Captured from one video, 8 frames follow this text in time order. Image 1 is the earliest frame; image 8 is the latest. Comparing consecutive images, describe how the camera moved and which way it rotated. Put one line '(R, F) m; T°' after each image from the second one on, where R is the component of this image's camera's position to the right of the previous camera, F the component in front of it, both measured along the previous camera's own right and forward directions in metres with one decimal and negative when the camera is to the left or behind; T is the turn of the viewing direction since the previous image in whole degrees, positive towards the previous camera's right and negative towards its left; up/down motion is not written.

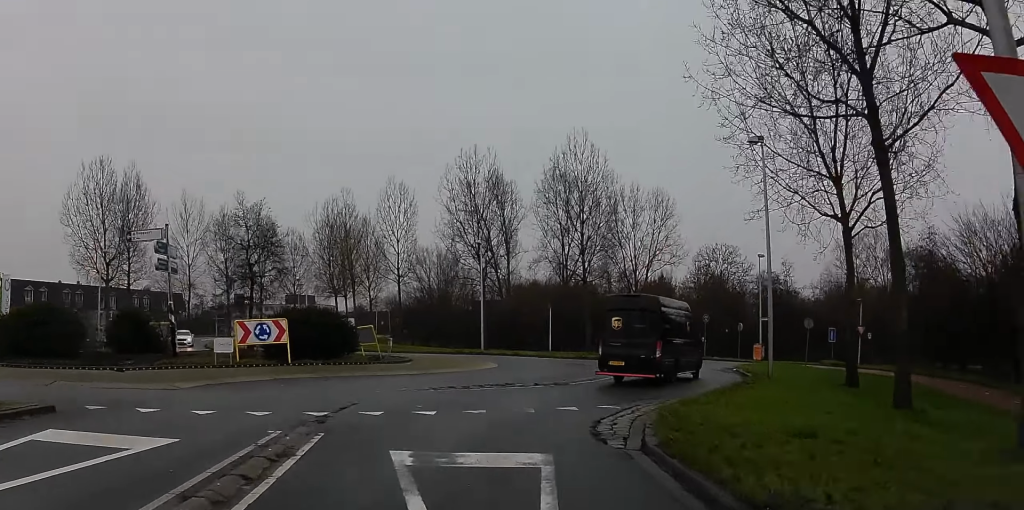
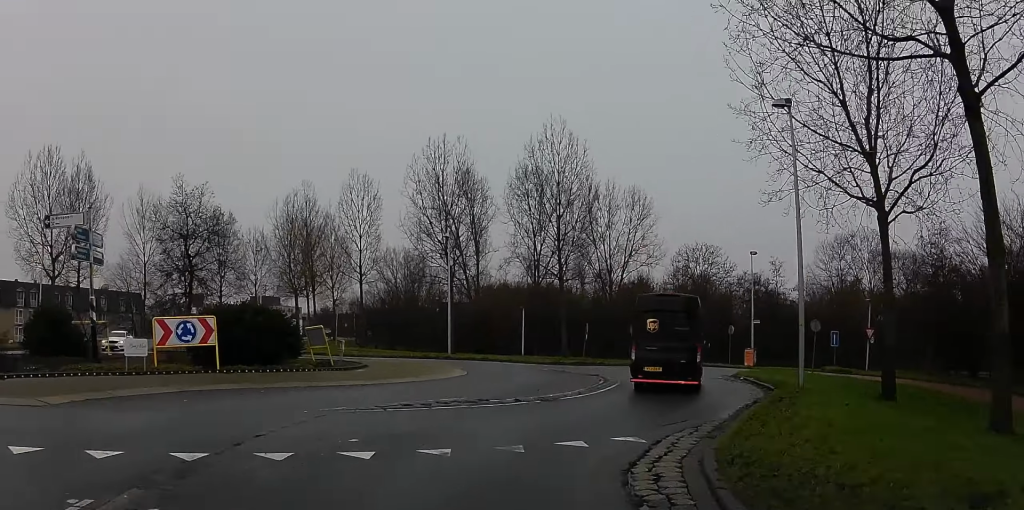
(+0.1, +4.8) m; +3°
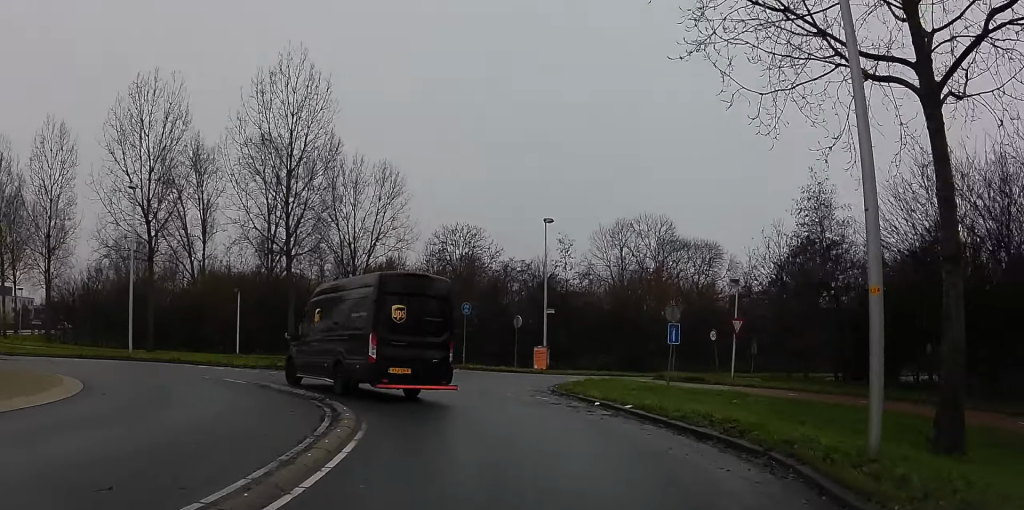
(+1.0, +14.3) m; +11°
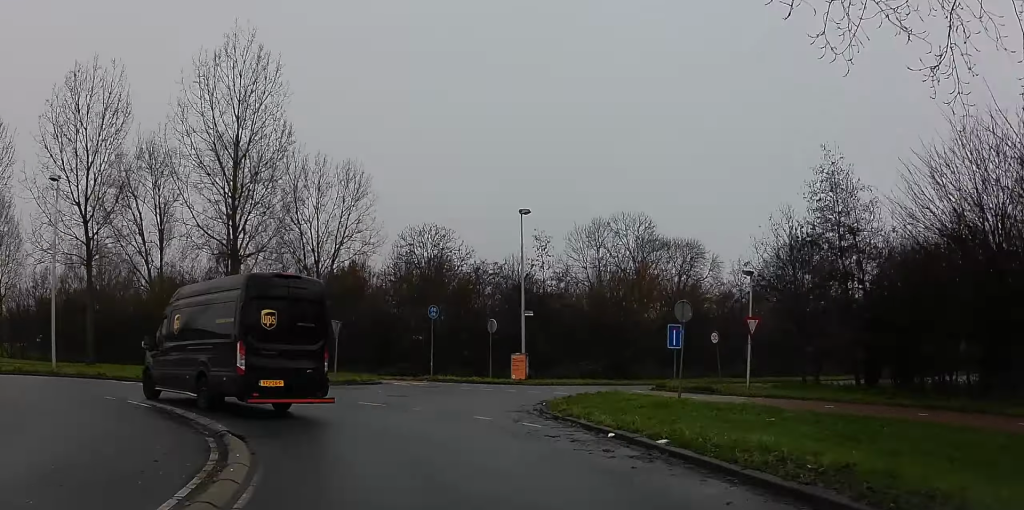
(+0.3, +4.5) m; -2°
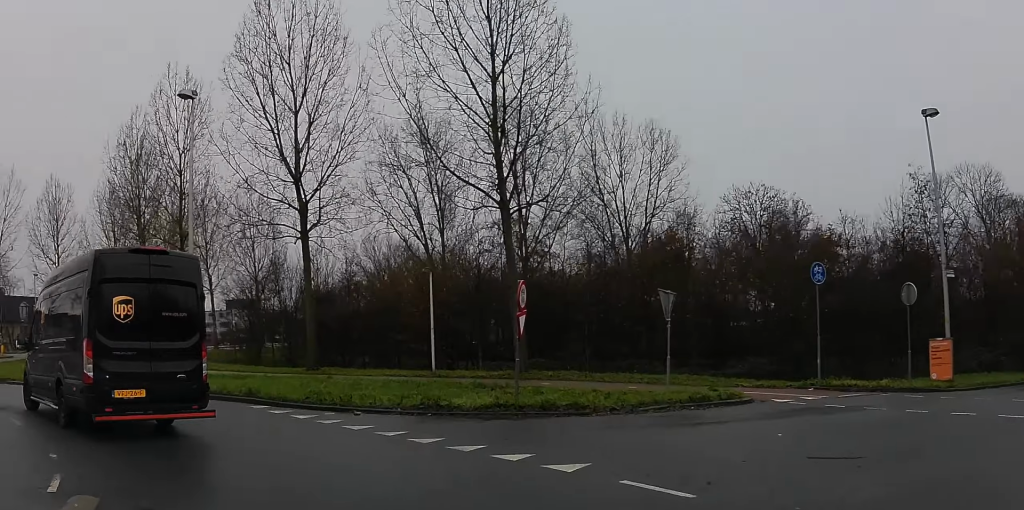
(-1.3, +13.5) m; -15°
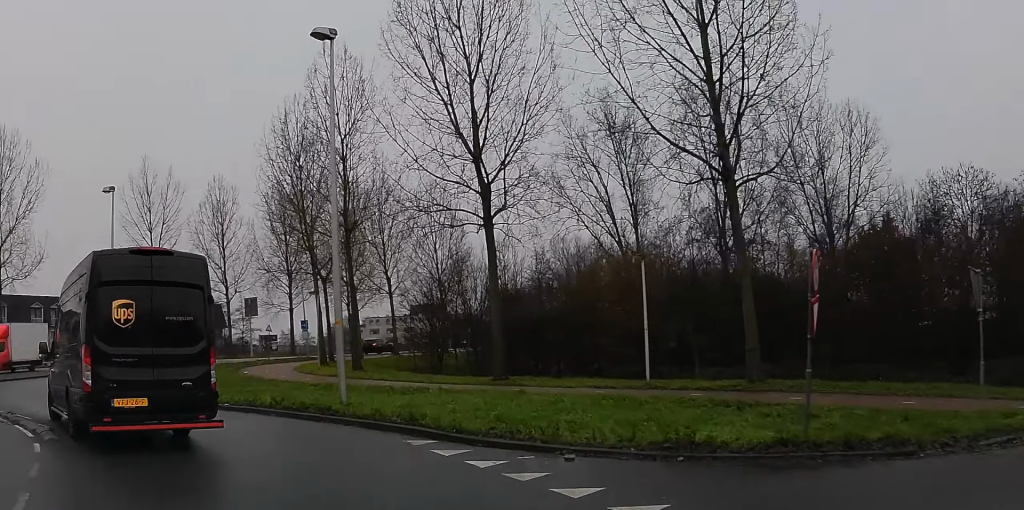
(+0.5, +5.1) m; -13°
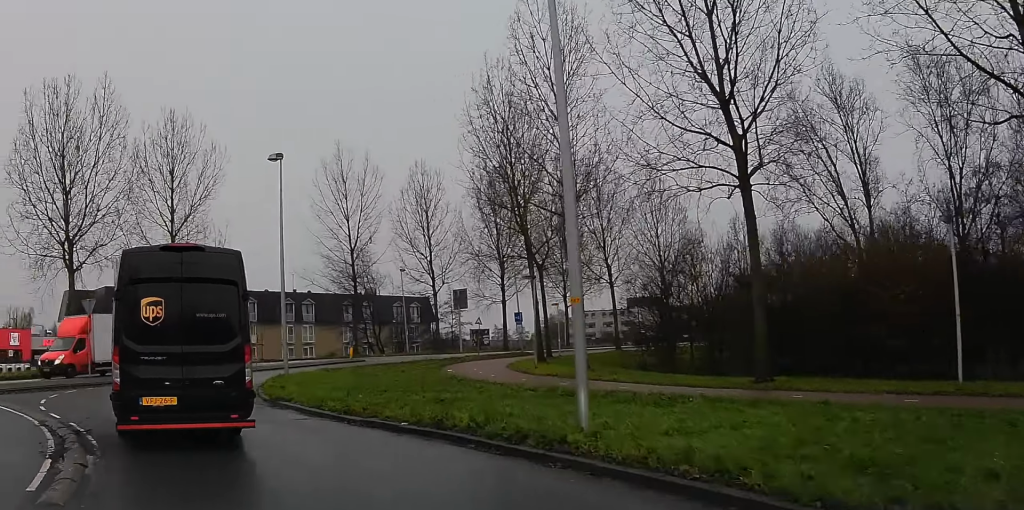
(-1.9, +5.2) m; -19°
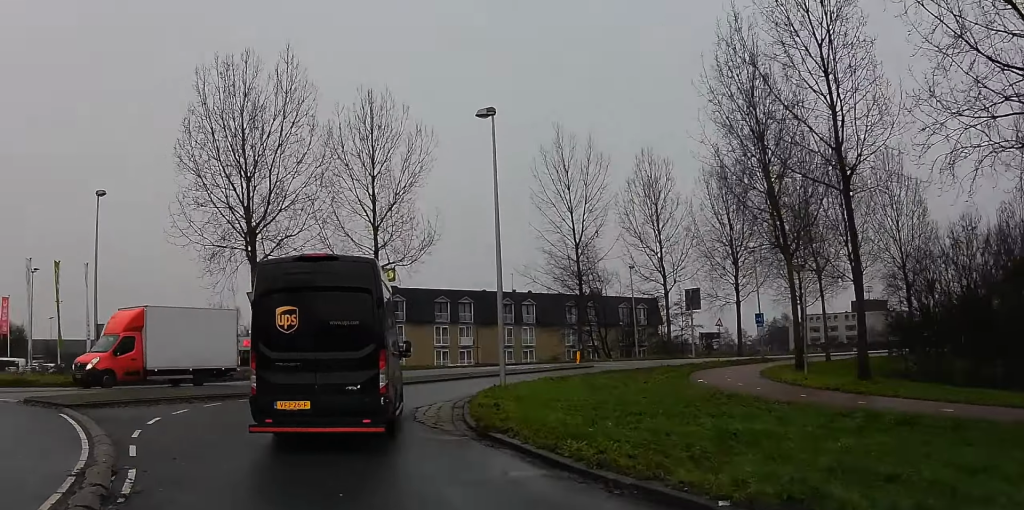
(-0.6, +5.8) m; -17°
